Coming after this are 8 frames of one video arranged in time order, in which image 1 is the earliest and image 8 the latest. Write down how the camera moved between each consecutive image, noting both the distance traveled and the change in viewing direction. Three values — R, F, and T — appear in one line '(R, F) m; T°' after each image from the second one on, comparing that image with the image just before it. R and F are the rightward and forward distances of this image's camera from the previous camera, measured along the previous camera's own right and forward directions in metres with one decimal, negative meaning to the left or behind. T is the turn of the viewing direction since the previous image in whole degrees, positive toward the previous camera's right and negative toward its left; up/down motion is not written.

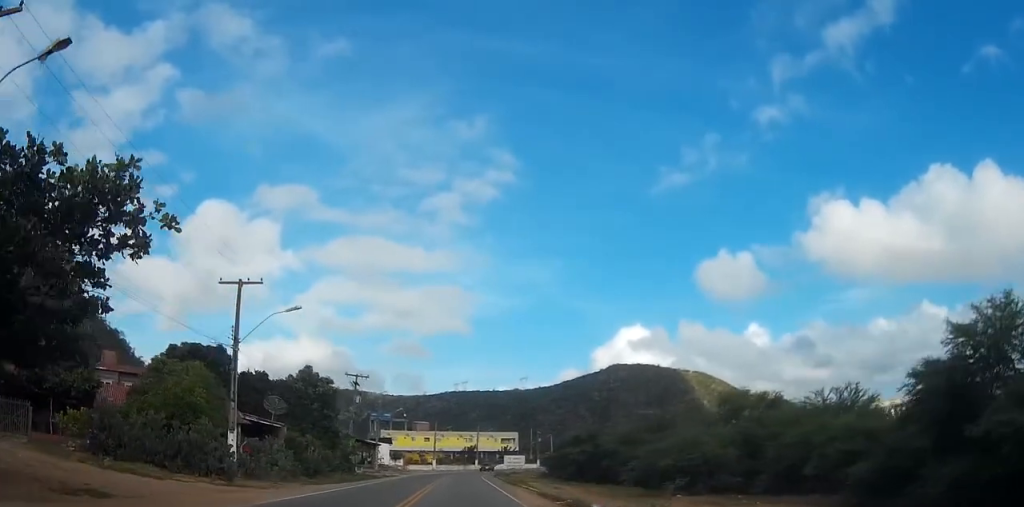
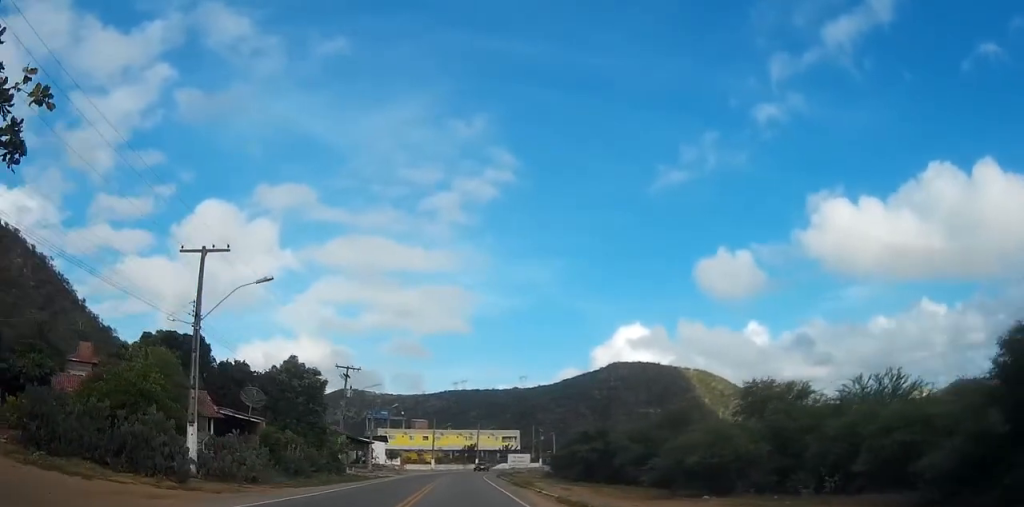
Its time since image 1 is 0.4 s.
(-0.1, +5.8) m; -1°
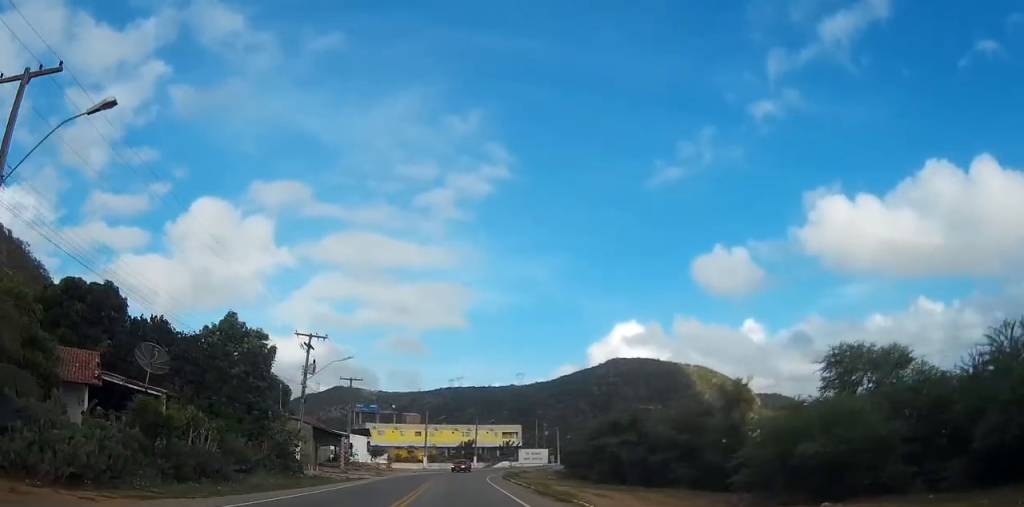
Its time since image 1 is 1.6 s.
(-0.3, +15.8) m; -2°
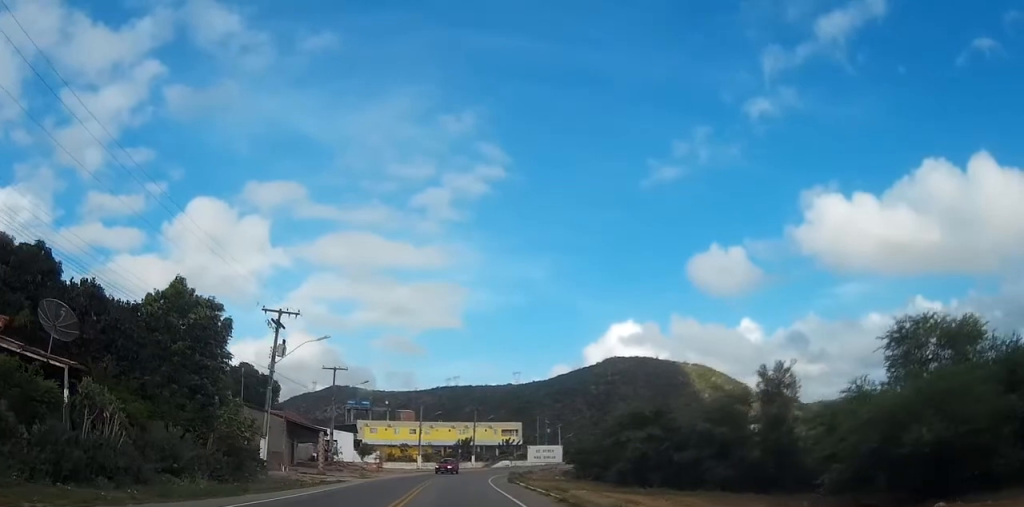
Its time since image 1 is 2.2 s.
(-0.1, +8.2) m; 0°
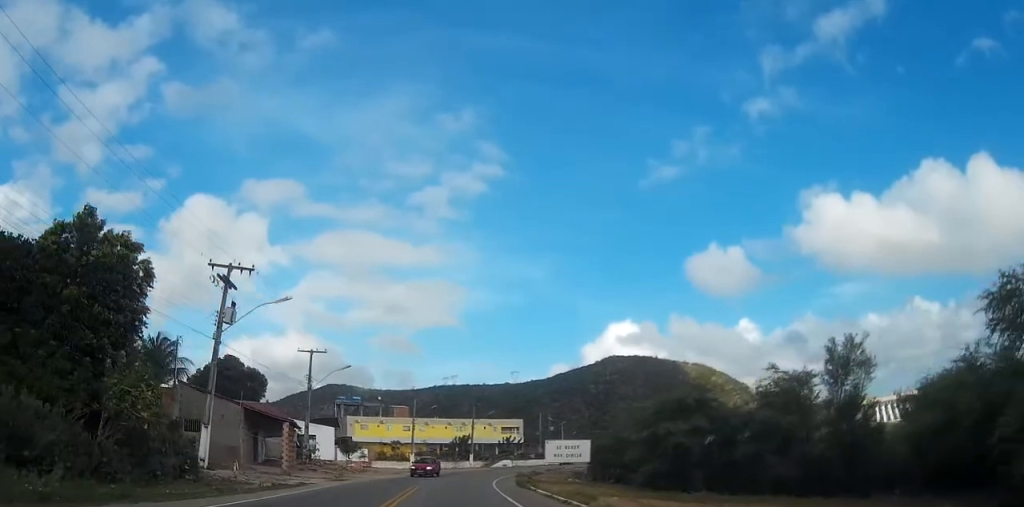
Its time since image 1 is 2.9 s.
(0.0, +9.6) m; 0°
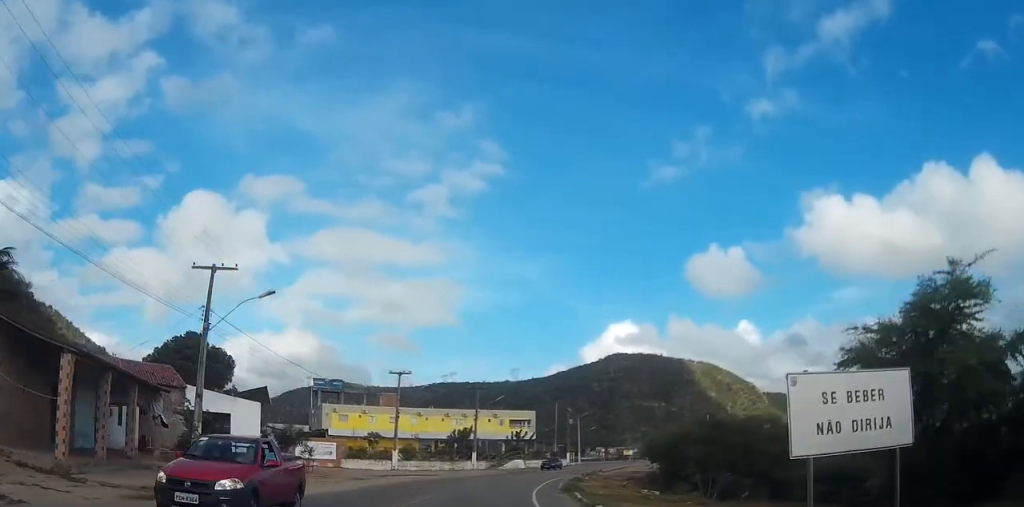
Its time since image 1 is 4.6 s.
(0.0, +23.8) m; 0°
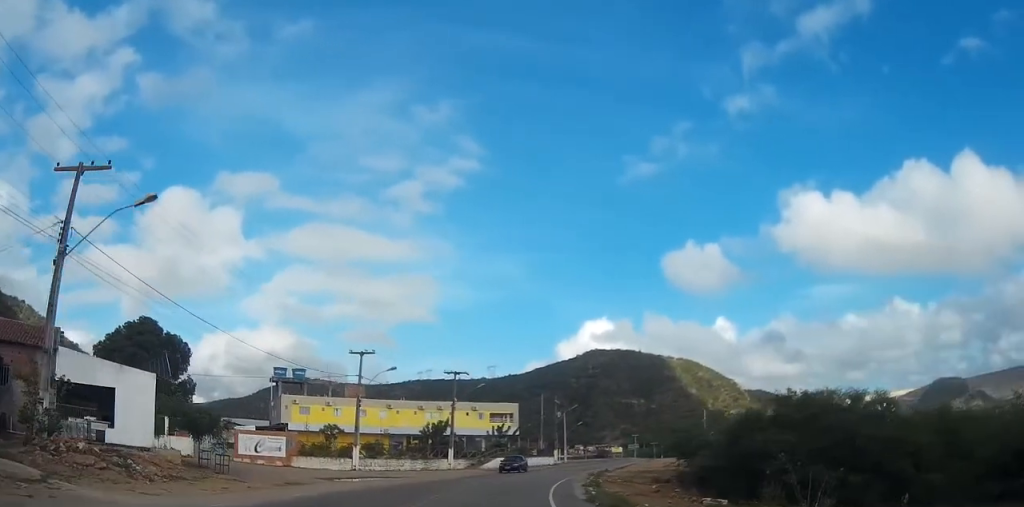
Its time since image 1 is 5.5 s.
(0.0, +11.8) m; 0°
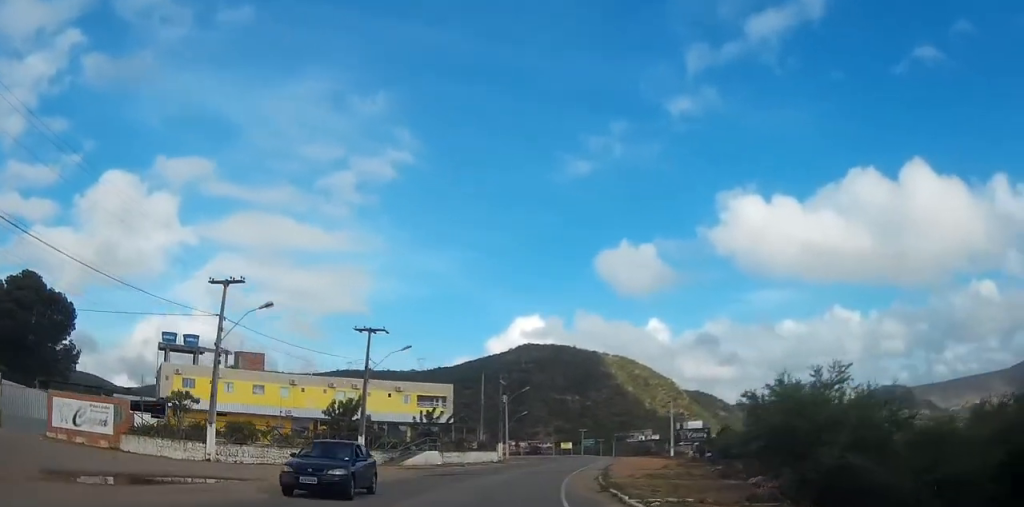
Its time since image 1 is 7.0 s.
(0.0, +20.4) m; 0°
